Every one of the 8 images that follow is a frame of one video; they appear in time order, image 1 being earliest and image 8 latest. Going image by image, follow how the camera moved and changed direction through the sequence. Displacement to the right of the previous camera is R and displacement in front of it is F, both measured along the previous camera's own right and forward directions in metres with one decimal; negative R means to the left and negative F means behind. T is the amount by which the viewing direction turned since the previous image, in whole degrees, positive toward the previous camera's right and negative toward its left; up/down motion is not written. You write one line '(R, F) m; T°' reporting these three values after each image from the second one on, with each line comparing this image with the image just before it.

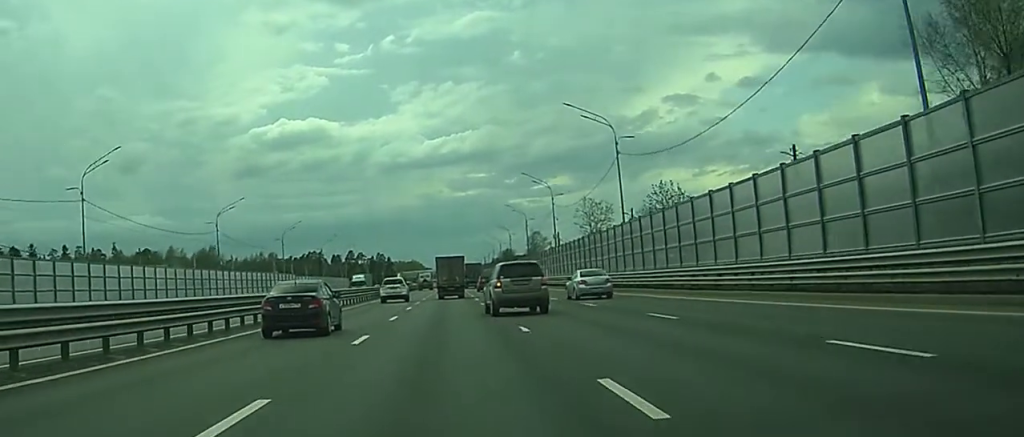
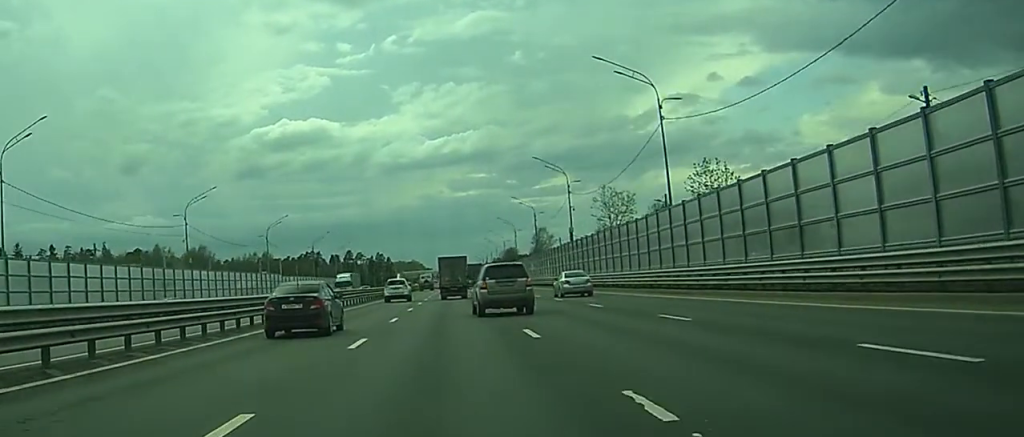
(0.0, +12.4) m; 0°
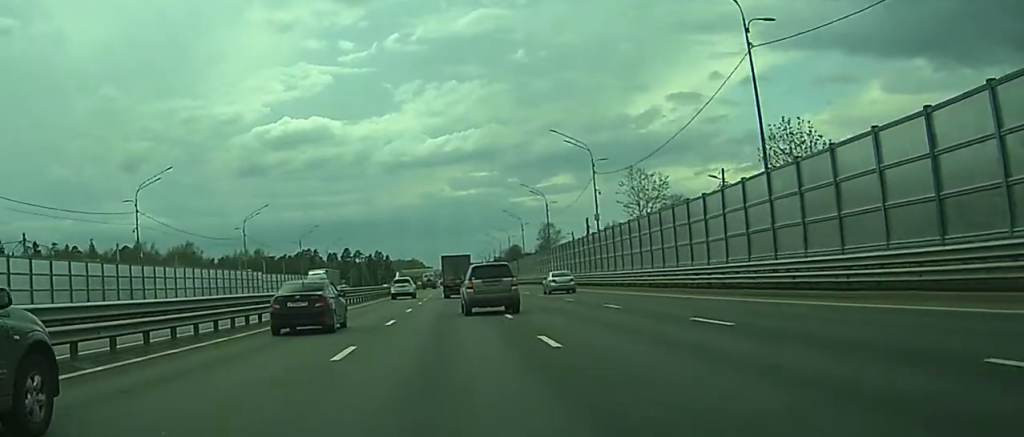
(0.0, +14.4) m; 0°
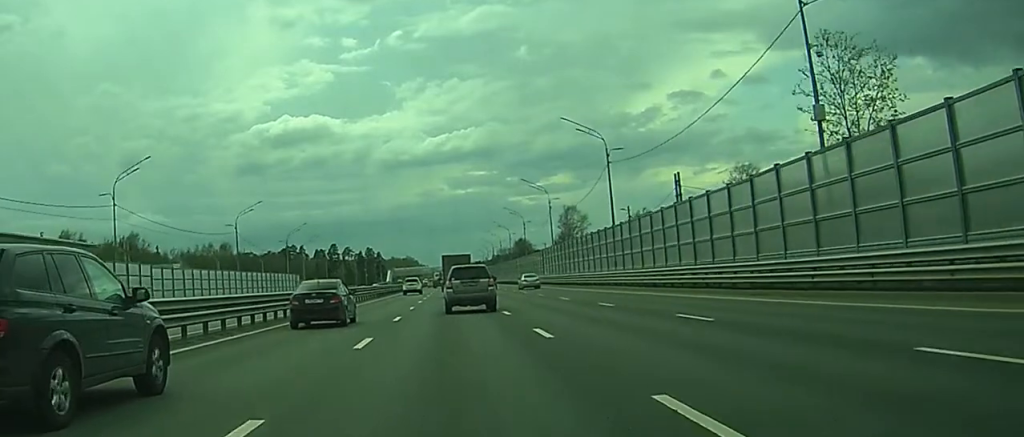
(+0.6, +44.1) m; +1°
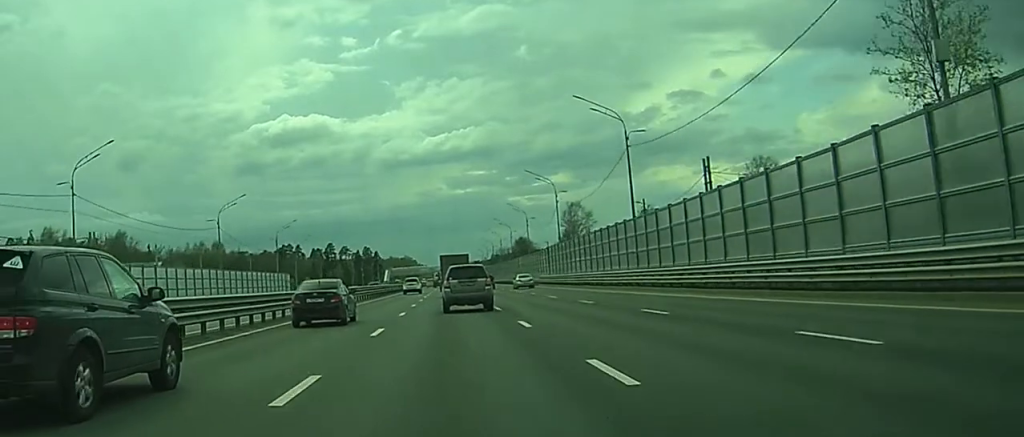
(0.0, +7.9) m; 0°
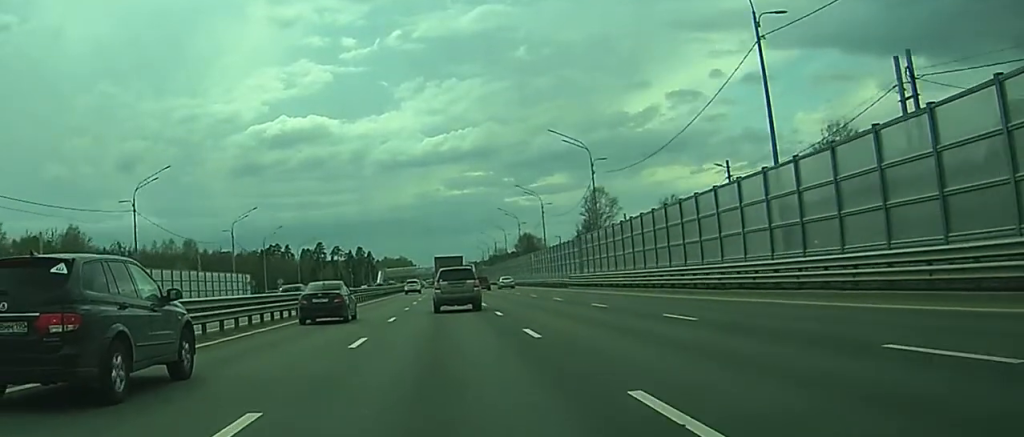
(-0.3, +27.5) m; -2°
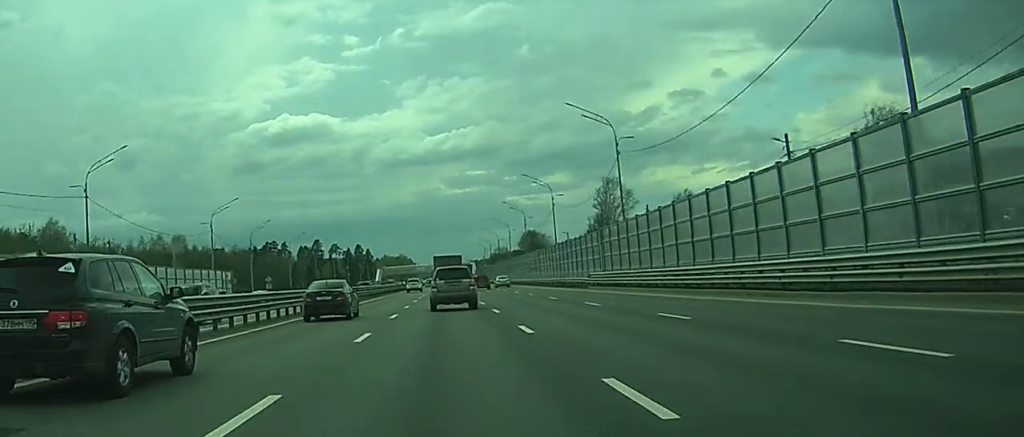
(-0.2, +11.0) m; -1°
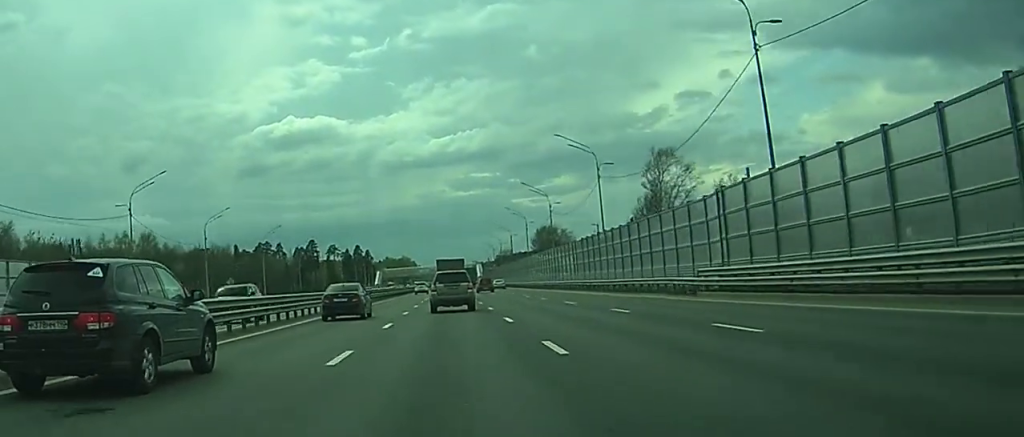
(0.0, +29.8) m; 0°
